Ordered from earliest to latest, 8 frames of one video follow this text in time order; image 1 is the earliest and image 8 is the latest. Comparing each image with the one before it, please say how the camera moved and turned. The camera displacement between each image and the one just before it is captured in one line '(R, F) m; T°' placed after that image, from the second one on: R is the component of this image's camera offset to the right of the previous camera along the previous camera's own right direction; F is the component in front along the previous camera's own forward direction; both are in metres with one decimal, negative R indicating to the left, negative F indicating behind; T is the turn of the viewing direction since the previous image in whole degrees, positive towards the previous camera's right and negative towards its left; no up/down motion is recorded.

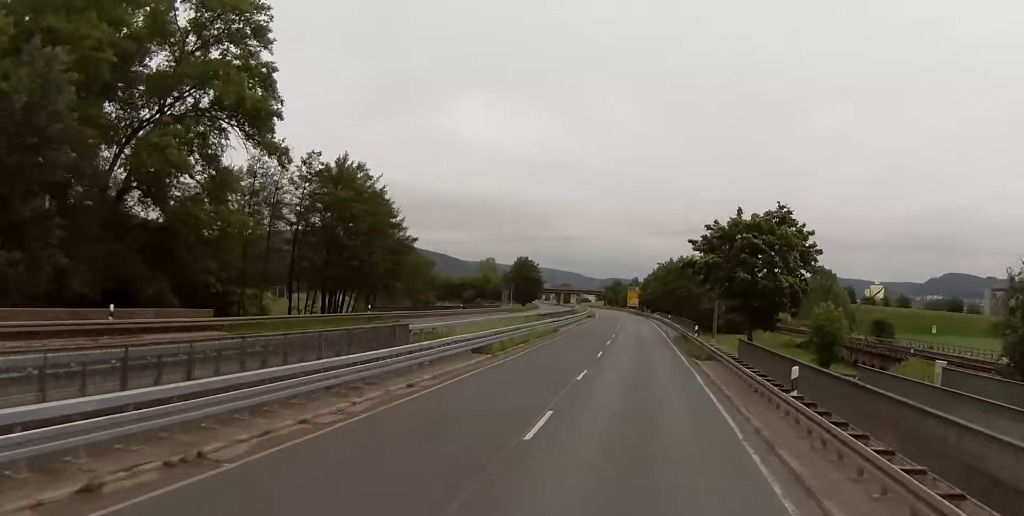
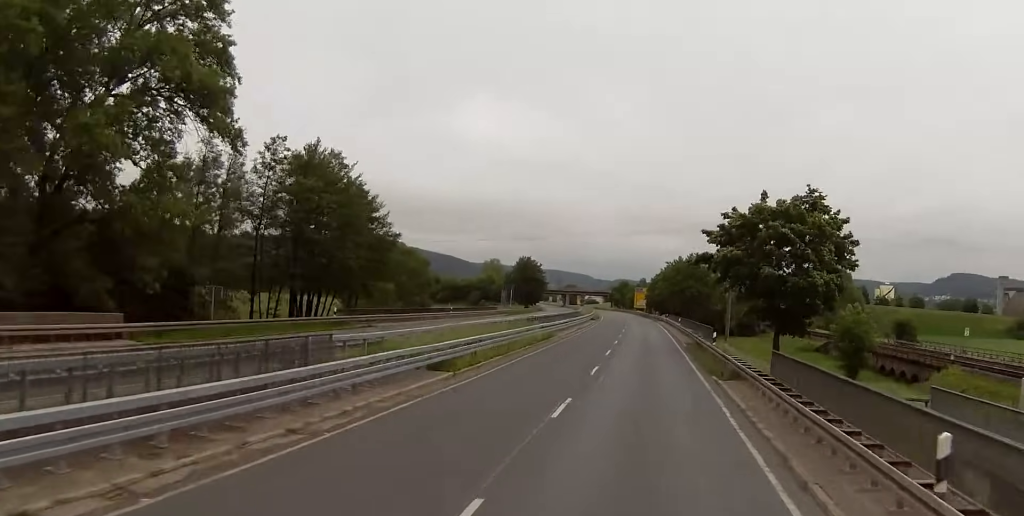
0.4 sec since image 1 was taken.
(0.0, +8.5) m; 0°
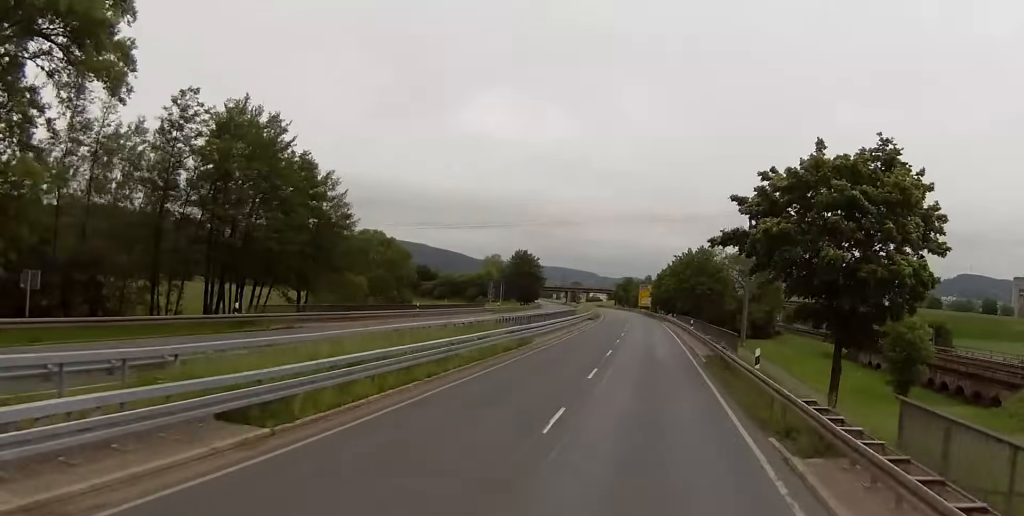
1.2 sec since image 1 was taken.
(0.0, +14.4) m; -1°
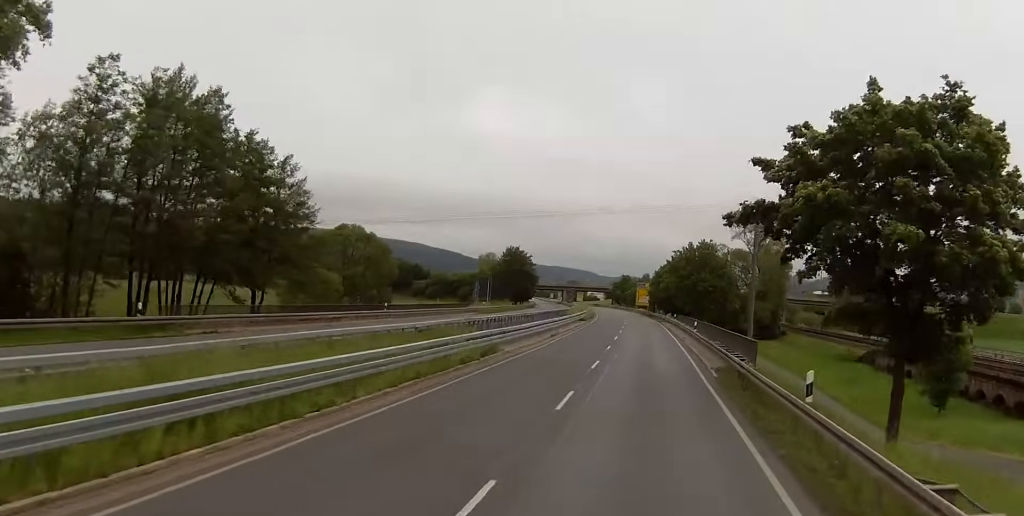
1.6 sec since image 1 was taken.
(+0.1, +8.5) m; -1°
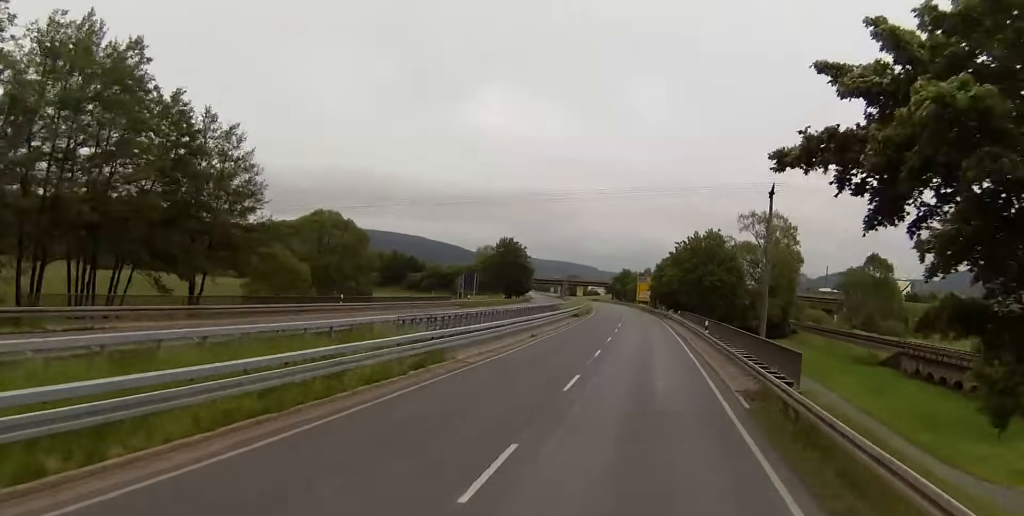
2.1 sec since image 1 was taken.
(-0.1, +9.8) m; -1°
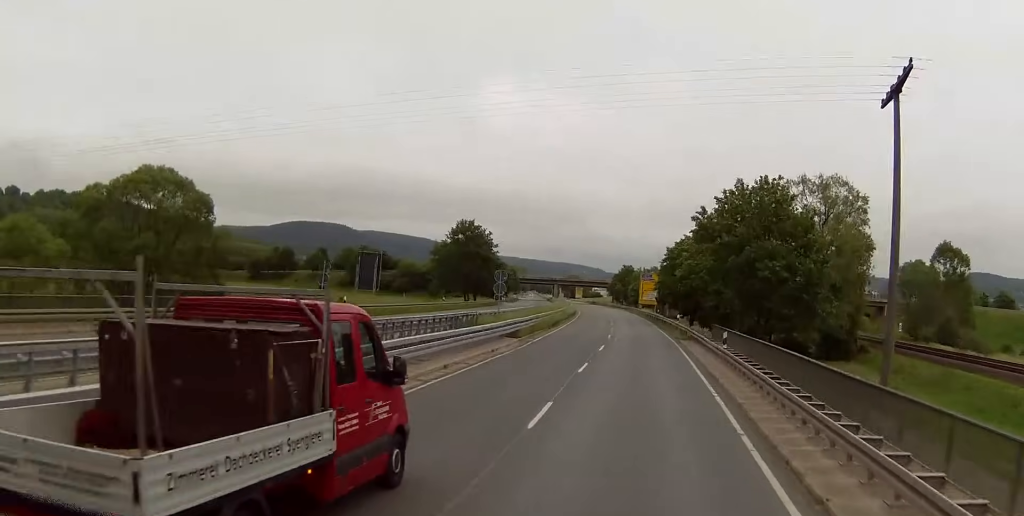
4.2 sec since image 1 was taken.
(-0.8, +42.0) m; -1°
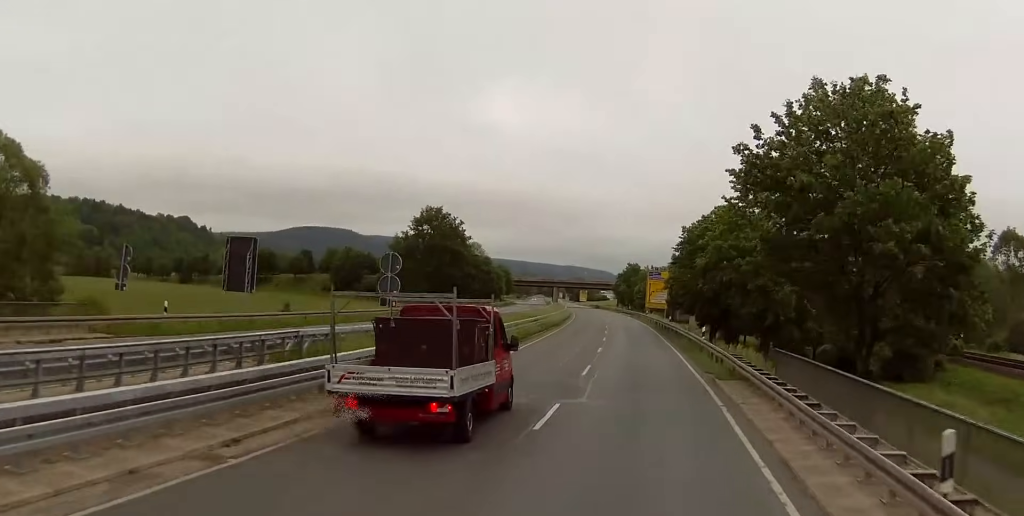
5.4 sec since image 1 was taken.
(0.0, +23.7) m; 0°
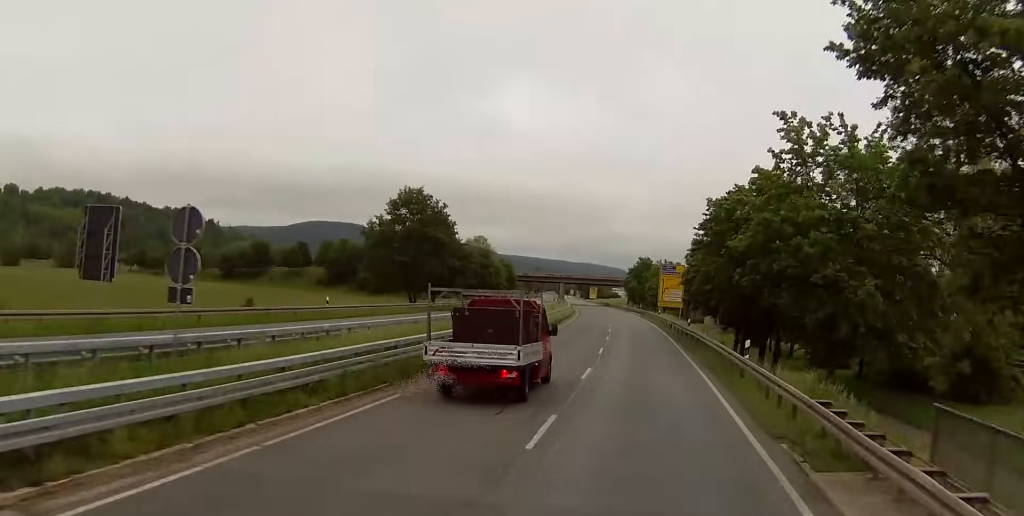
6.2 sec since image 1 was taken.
(0.0, +14.5) m; -1°
